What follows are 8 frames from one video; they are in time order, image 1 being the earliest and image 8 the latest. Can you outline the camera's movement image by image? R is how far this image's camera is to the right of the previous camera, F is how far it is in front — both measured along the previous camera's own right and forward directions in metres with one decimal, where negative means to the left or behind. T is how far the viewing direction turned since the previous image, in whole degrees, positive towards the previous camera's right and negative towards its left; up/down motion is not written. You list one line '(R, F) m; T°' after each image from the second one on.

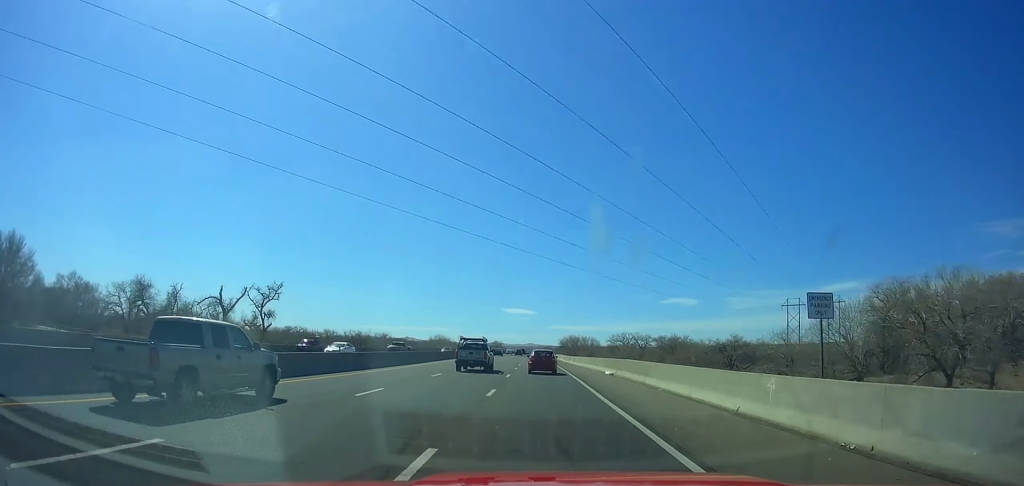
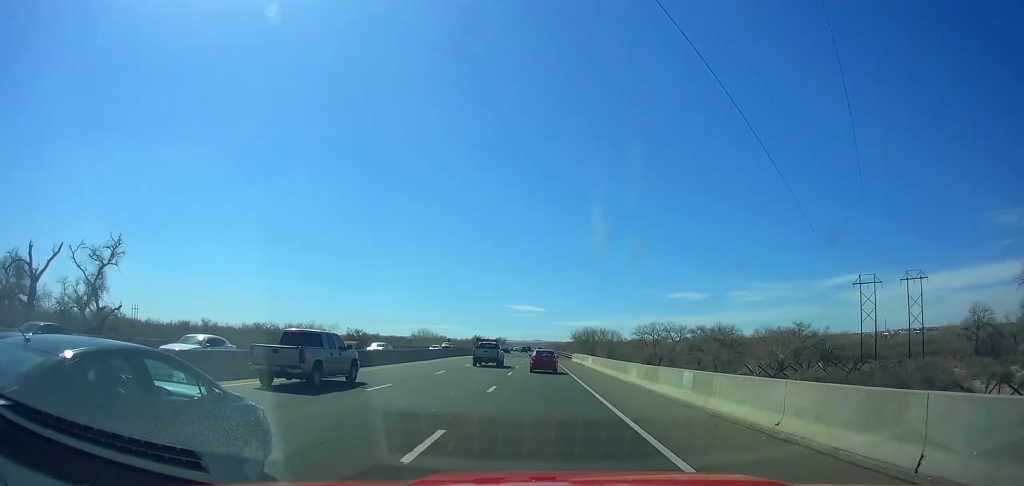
(-0.9, +48.0) m; -1°
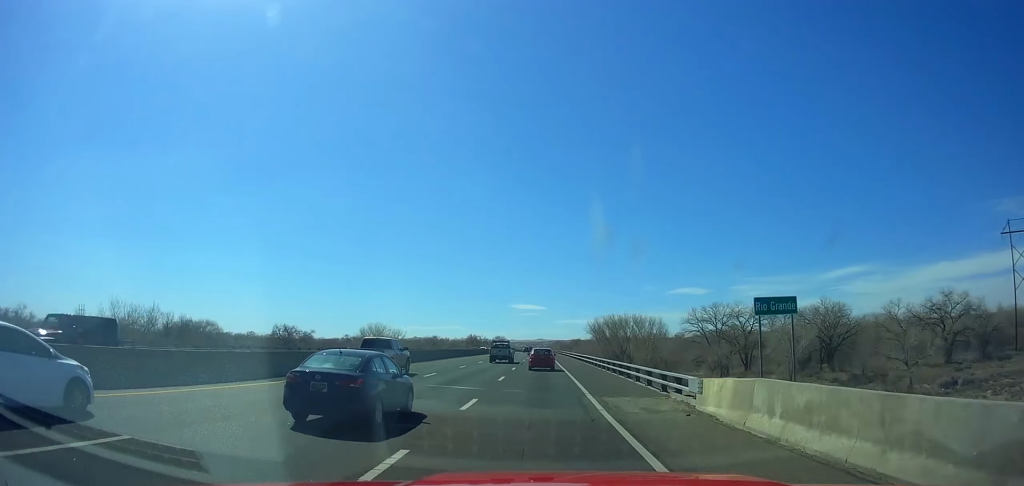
(-0.9, +63.9) m; -1°
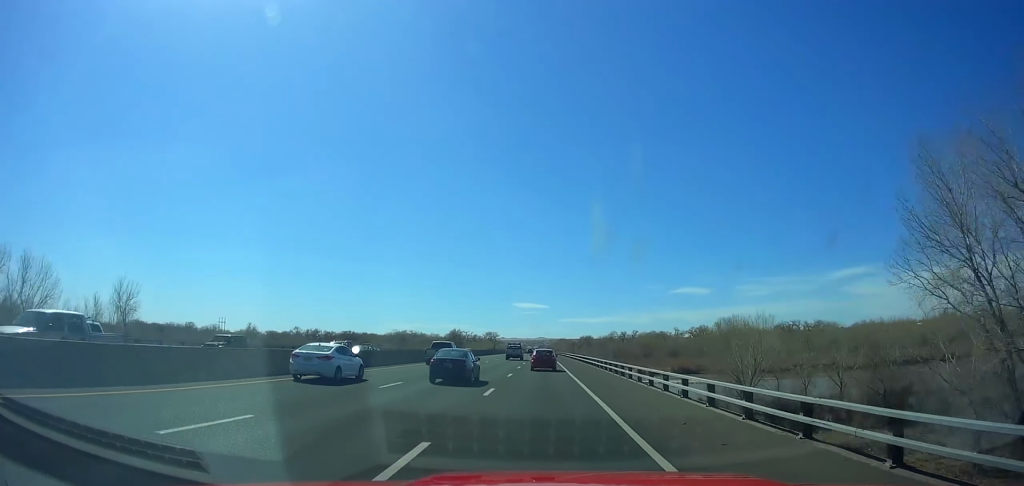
(-0.9, +117.1) m; 0°
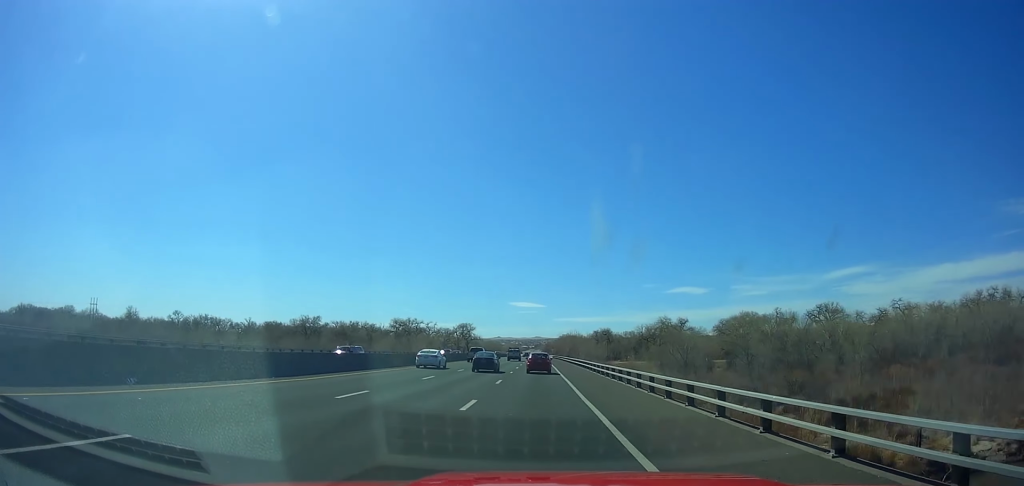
(+1.0, +148.8) m; 0°
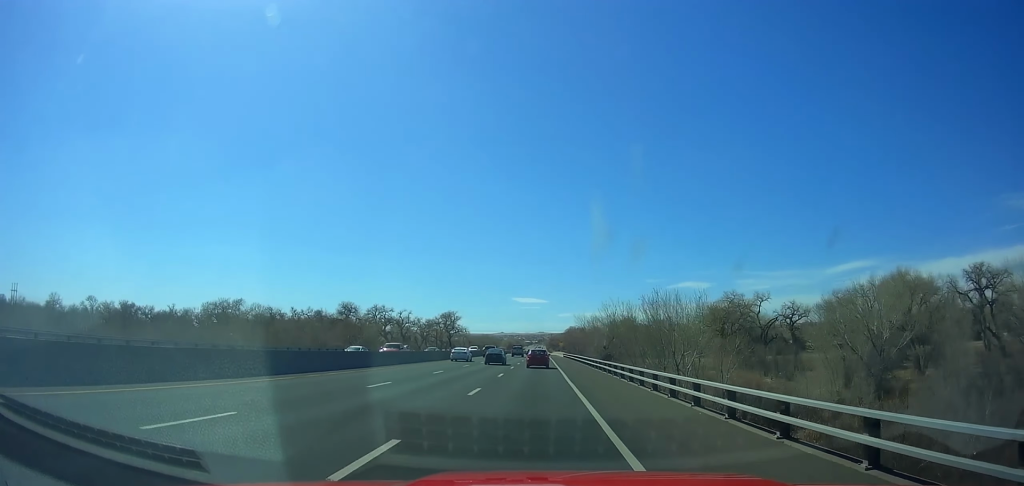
(-0.2, +71.4) m; 0°
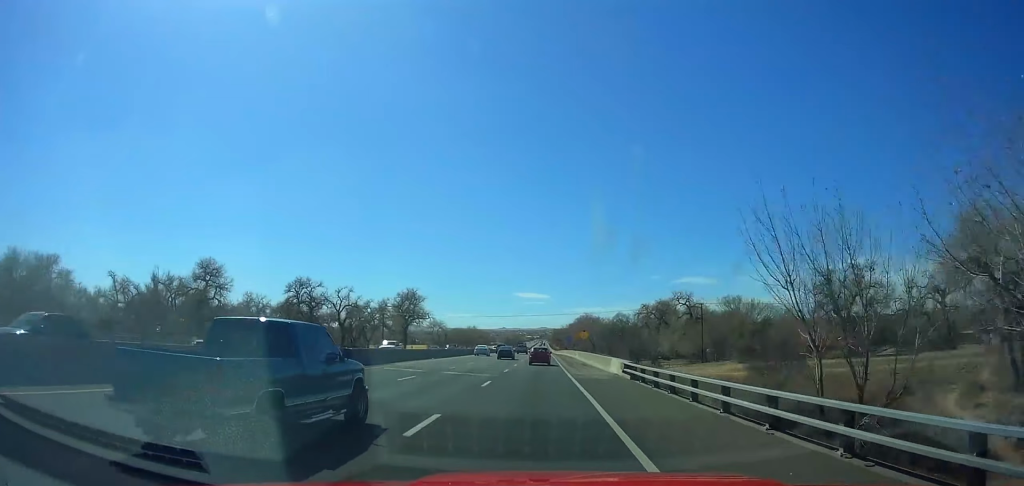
(-0.4, +82.4) m; 0°
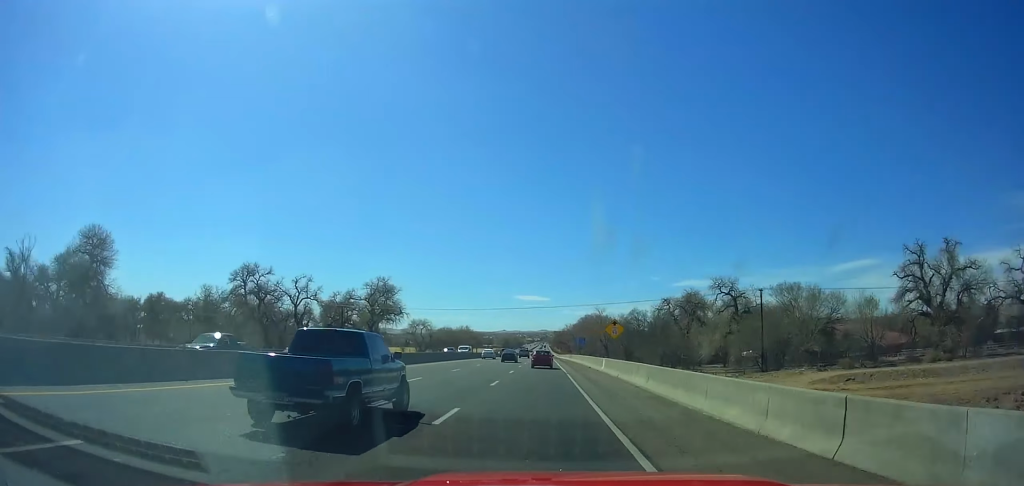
(-0.3, +32.1) m; 0°
